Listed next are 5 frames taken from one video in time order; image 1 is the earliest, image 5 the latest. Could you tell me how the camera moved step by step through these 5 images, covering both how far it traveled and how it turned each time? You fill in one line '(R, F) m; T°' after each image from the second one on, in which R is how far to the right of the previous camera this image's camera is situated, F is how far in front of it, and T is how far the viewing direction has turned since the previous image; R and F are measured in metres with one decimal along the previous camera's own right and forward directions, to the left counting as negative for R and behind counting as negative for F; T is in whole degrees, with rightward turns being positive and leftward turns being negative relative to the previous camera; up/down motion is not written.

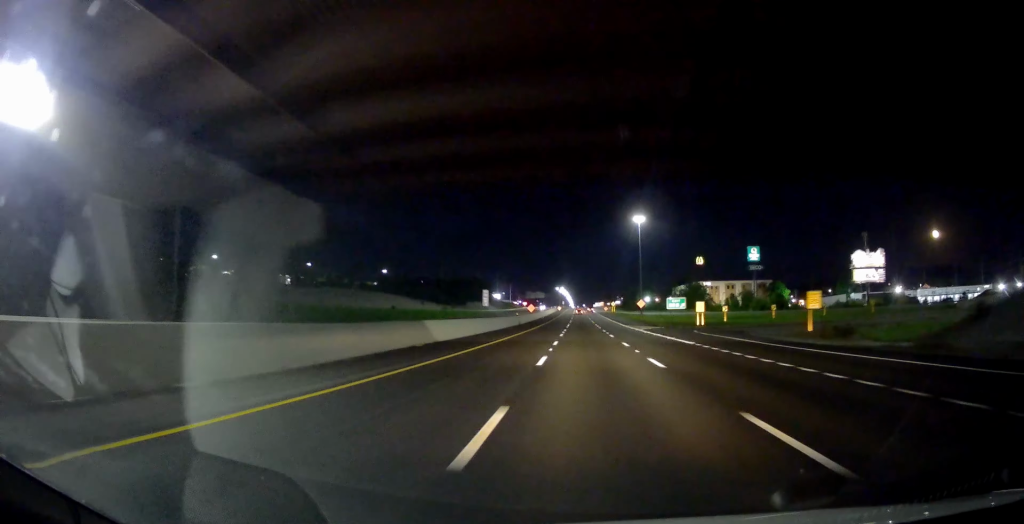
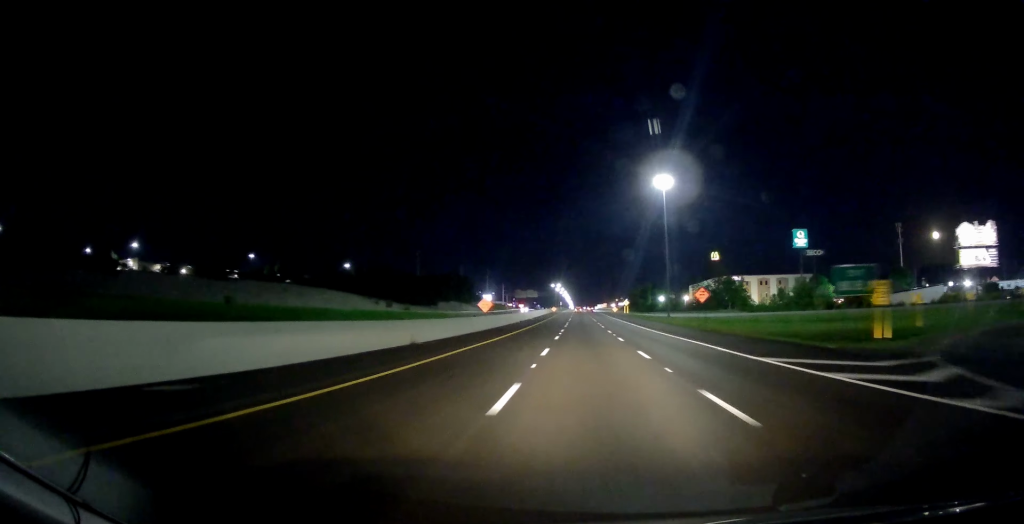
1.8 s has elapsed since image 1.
(0.0, +57.7) m; +1°
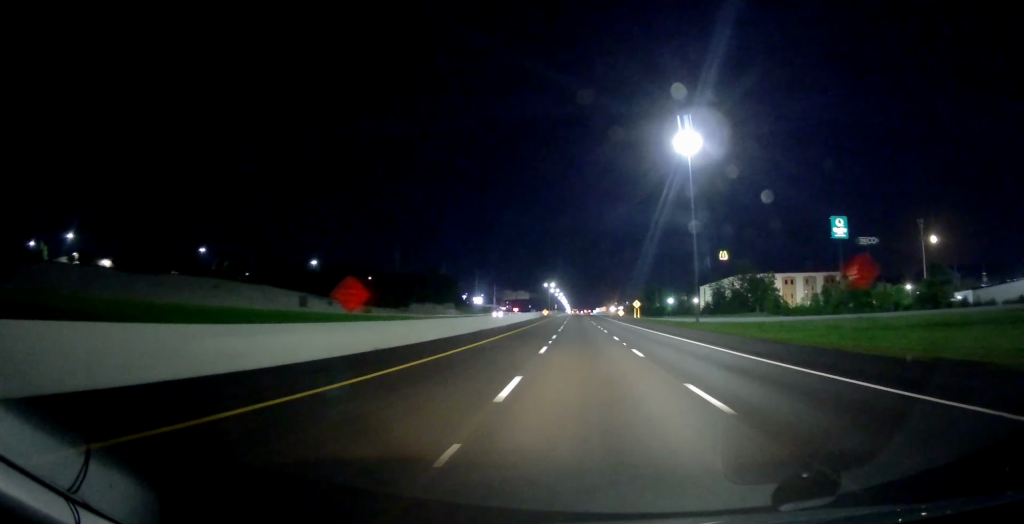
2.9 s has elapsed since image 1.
(-0.1, +36.2) m; -1°
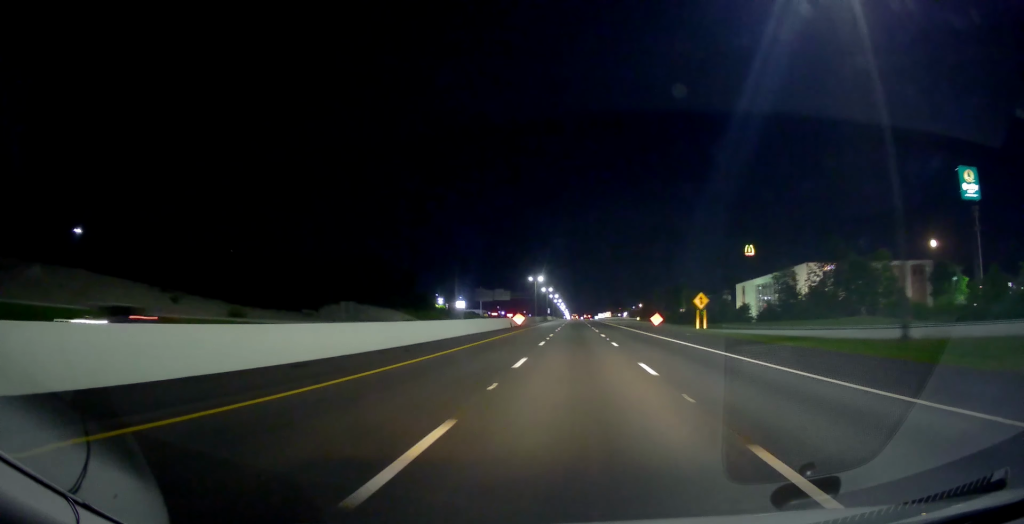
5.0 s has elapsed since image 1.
(0.0, +66.9) m; 0°
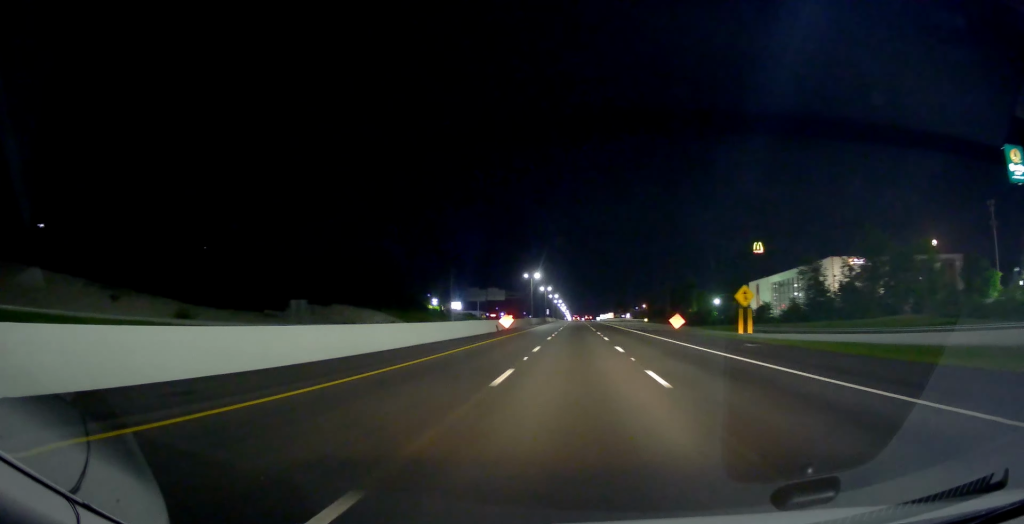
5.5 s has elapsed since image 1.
(-0.2, +15.9) m; 0°
